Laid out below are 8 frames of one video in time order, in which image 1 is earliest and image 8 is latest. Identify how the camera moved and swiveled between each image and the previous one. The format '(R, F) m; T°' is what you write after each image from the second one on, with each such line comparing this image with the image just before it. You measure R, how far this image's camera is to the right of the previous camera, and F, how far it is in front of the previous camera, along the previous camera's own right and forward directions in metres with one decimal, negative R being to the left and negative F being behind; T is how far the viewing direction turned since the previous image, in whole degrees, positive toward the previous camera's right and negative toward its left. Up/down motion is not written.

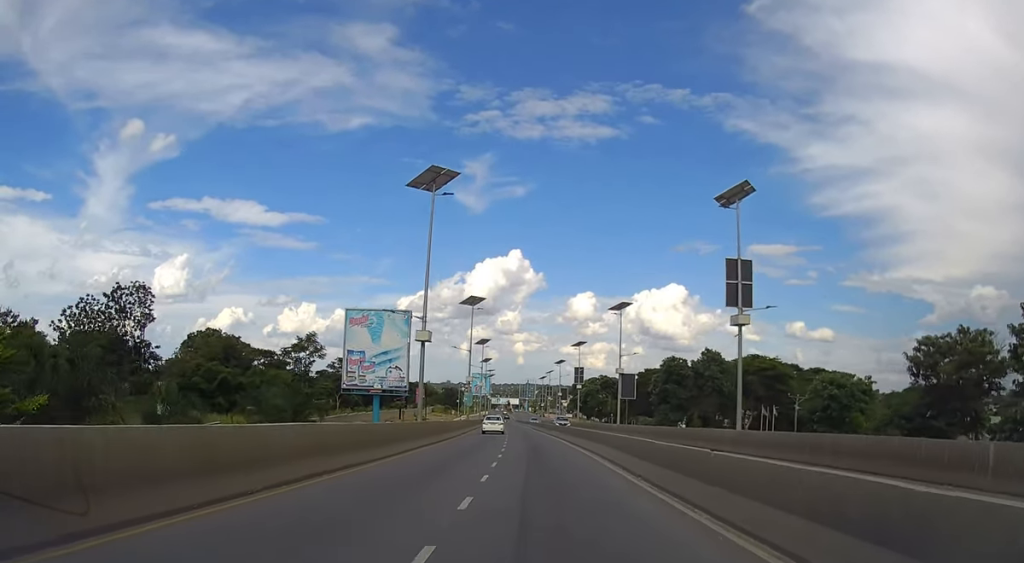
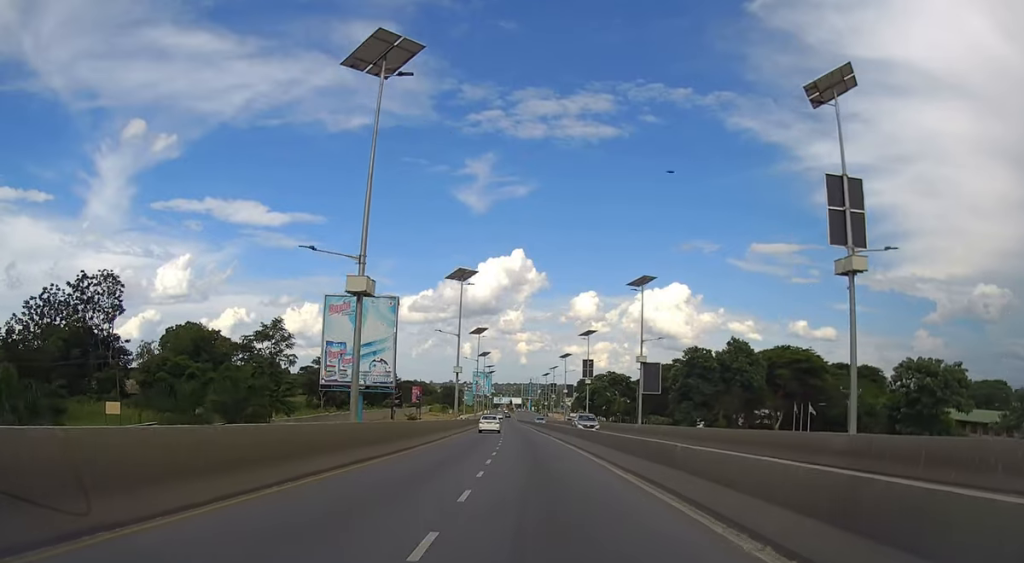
(-0.1, +12.5) m; 0°
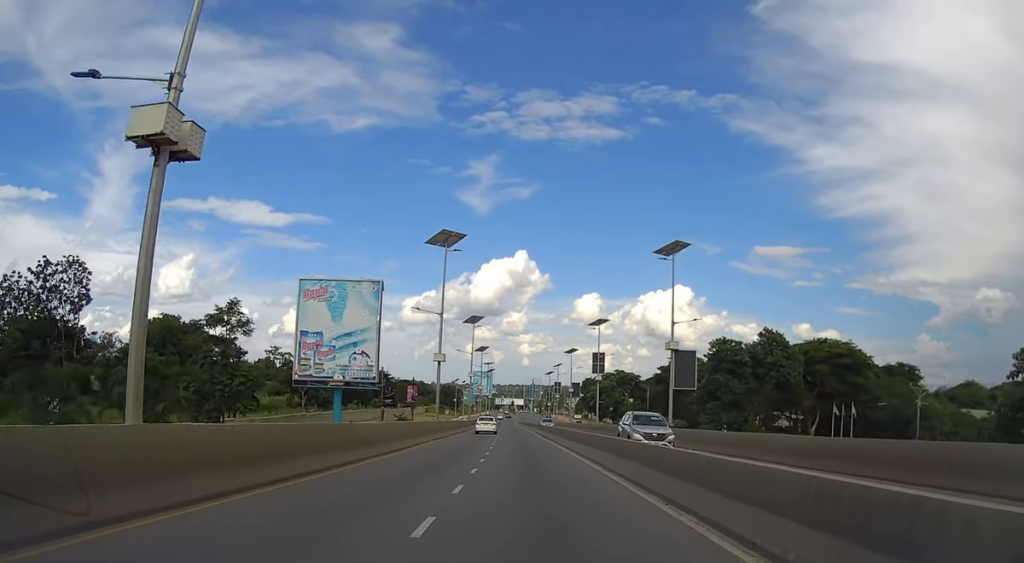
(+0.1, +12.0) m; 0°
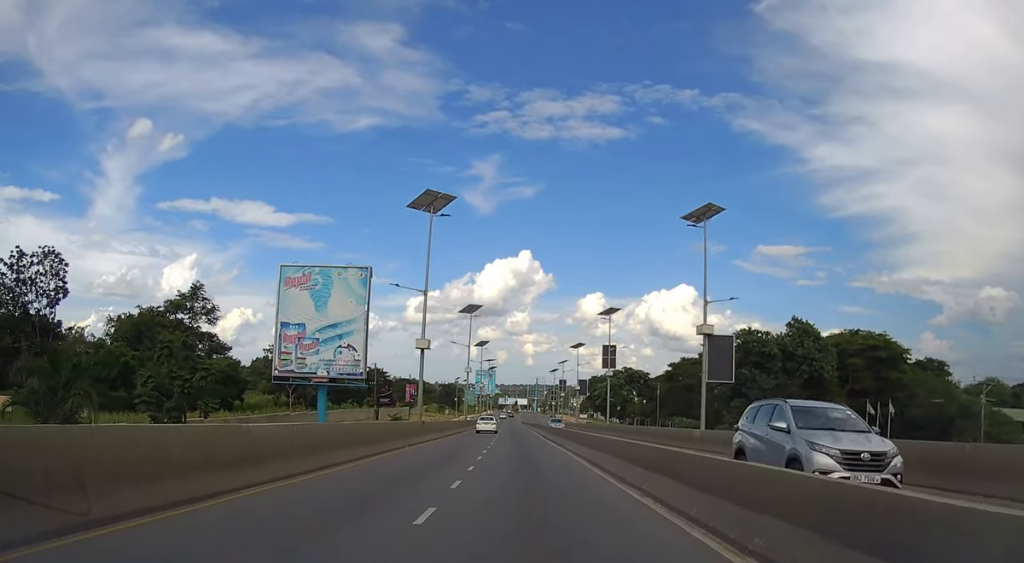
(0.0, +8.0) m; 0°
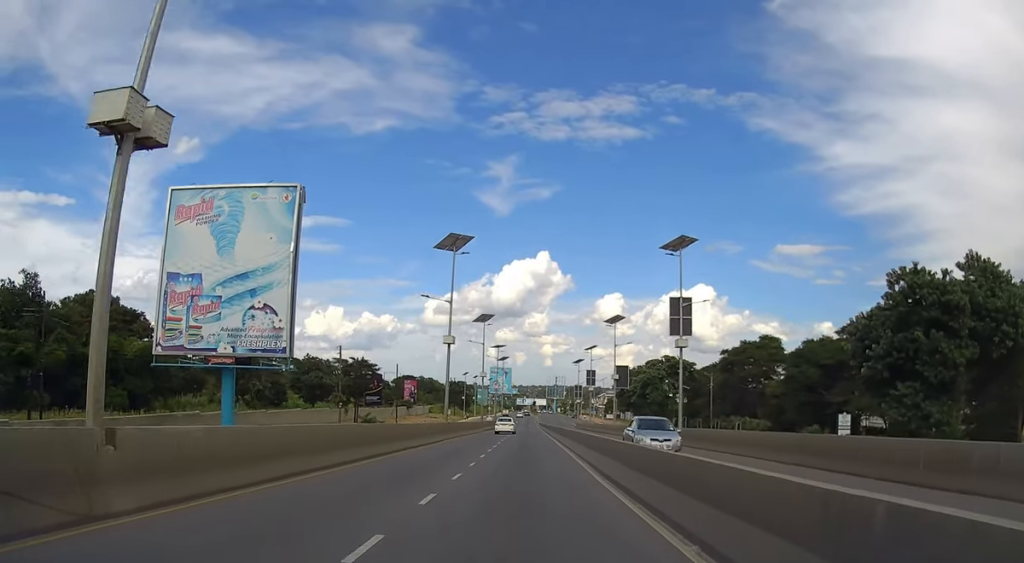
(-0.3, +29.0) m; -1°
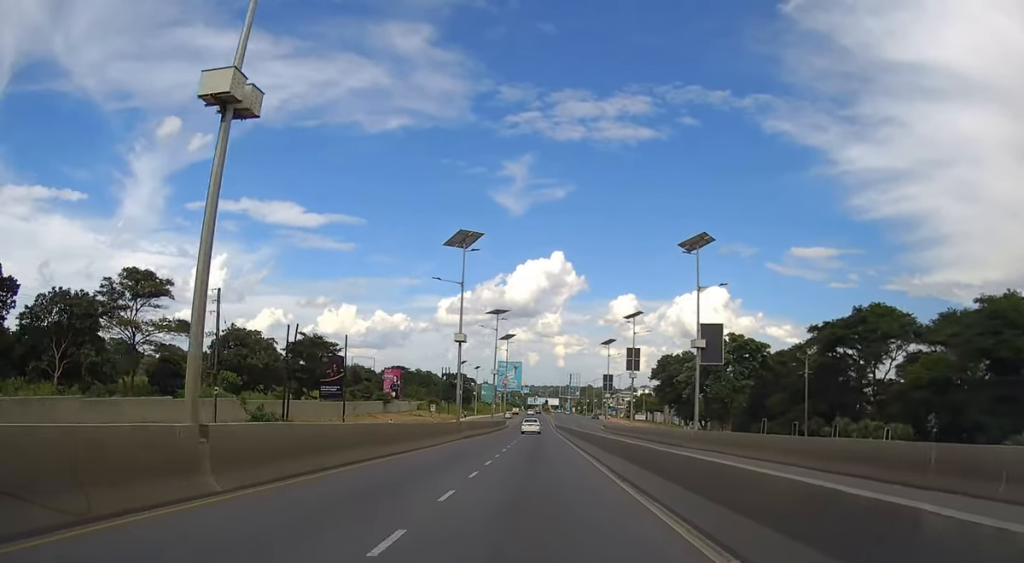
(-0.5, +35.5) m; -2°
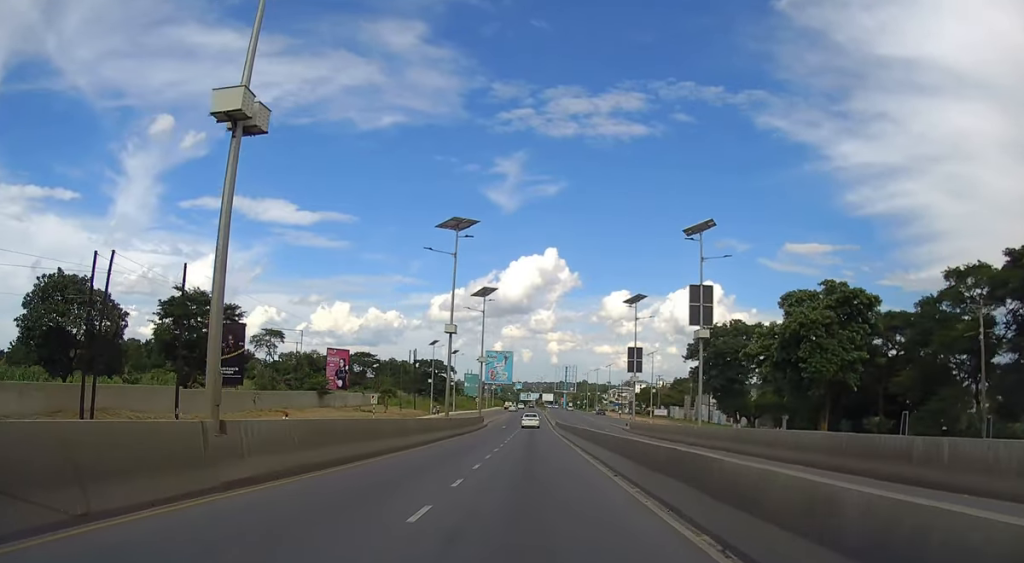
(-0.3, +33.8) m; 0°
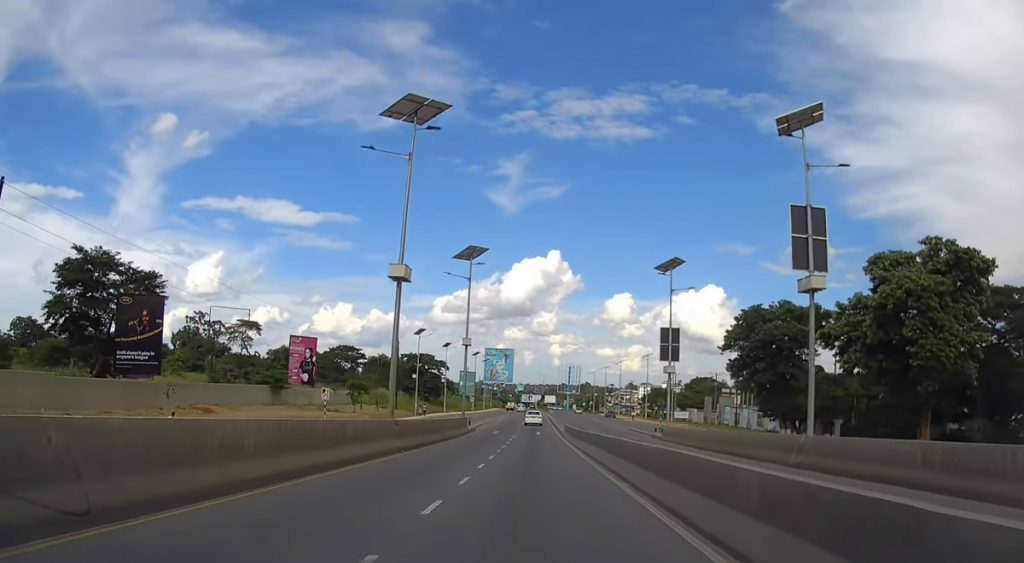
(0.0, +16.8) m; 0°
